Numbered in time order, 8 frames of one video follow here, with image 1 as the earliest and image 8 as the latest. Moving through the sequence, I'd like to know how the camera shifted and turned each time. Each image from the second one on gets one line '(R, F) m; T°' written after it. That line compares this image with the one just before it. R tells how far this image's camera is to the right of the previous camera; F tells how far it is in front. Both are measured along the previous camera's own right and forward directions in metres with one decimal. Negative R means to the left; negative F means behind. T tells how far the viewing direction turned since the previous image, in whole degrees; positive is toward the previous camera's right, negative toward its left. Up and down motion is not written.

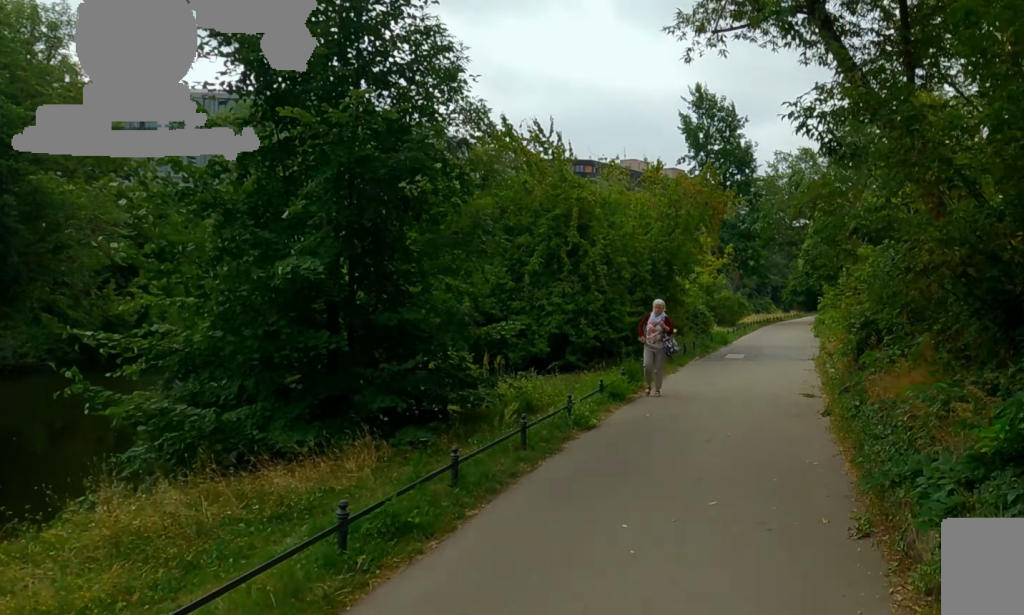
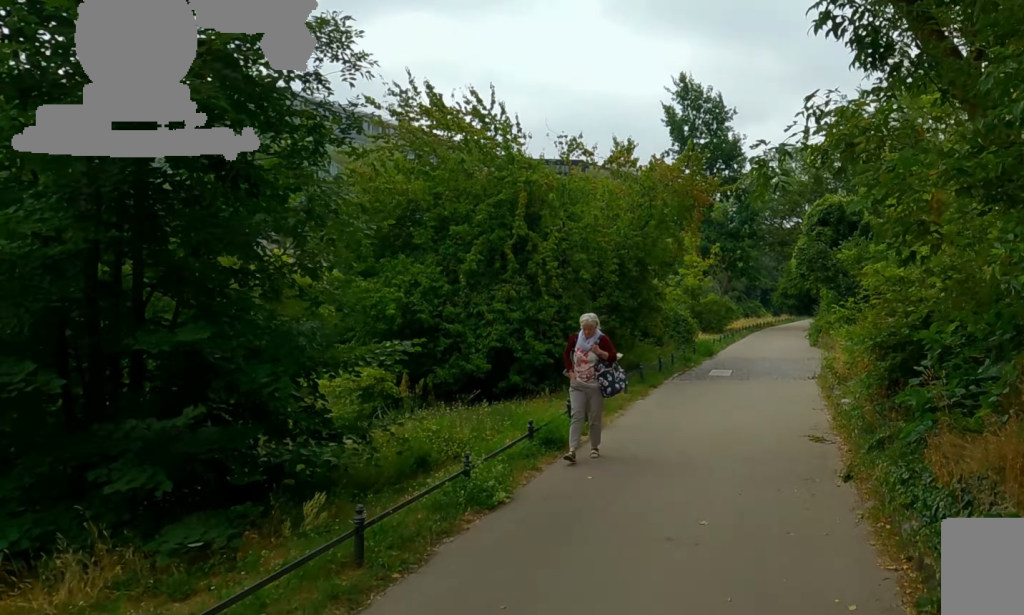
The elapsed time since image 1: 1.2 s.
(-0.3, +5.0) m; +1°
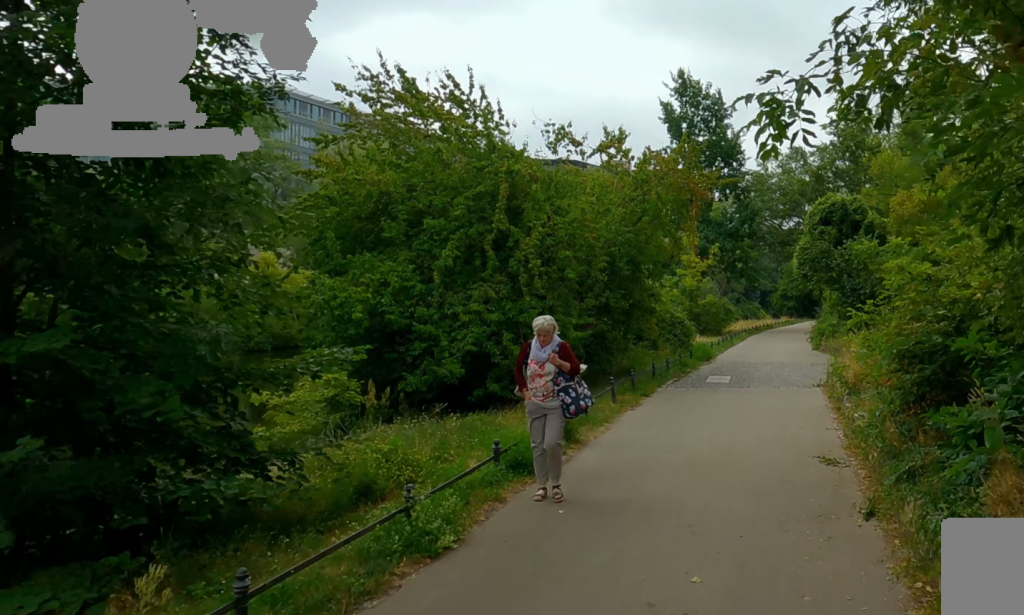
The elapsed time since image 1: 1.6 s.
(0.0, +1.8) m; +1°
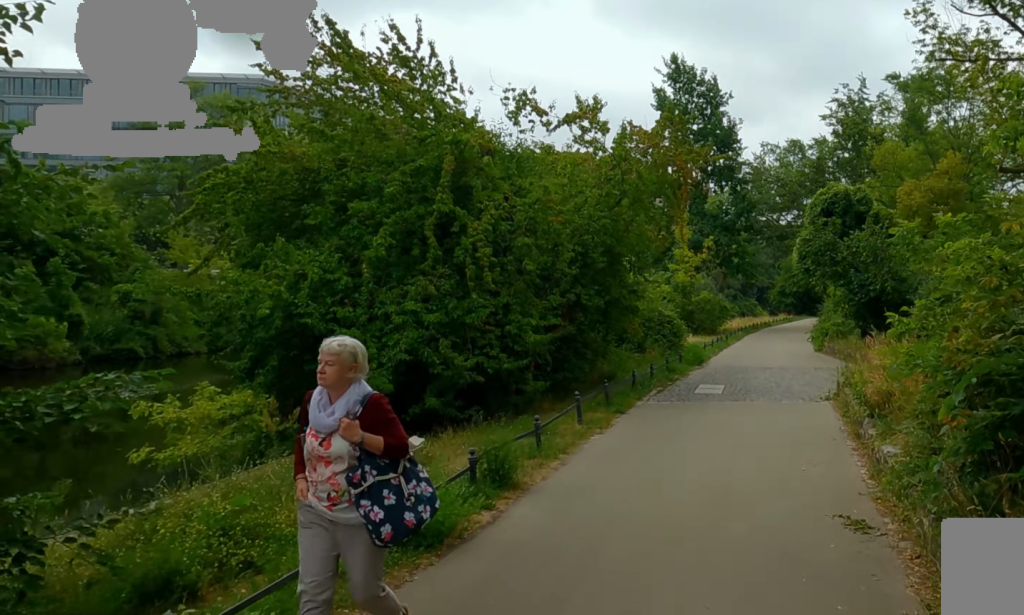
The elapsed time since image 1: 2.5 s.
(+0.5, +3.1) m; -6°
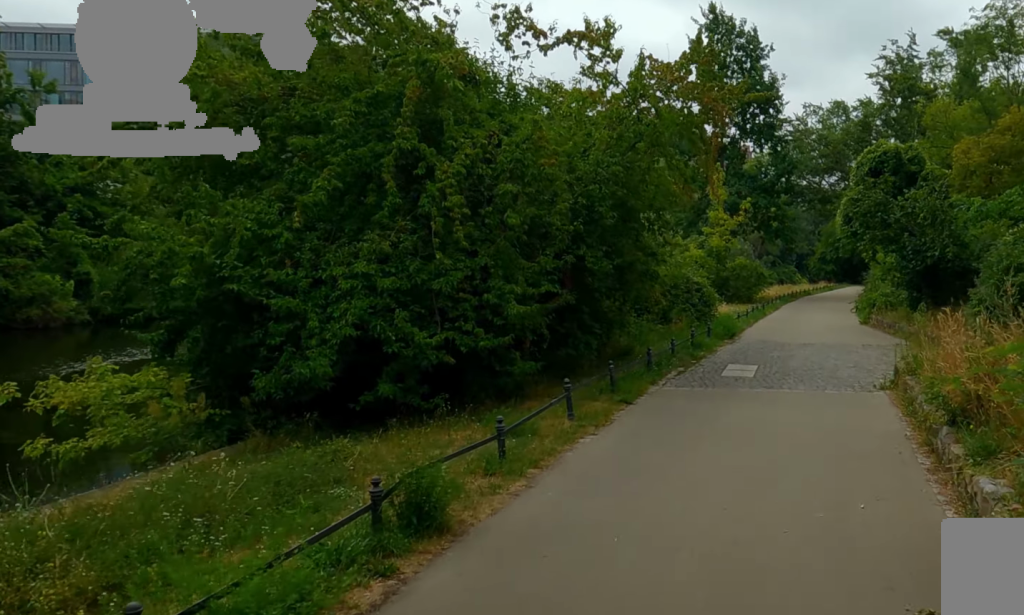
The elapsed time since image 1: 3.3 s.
(-0.8, +2.5) m; -7°
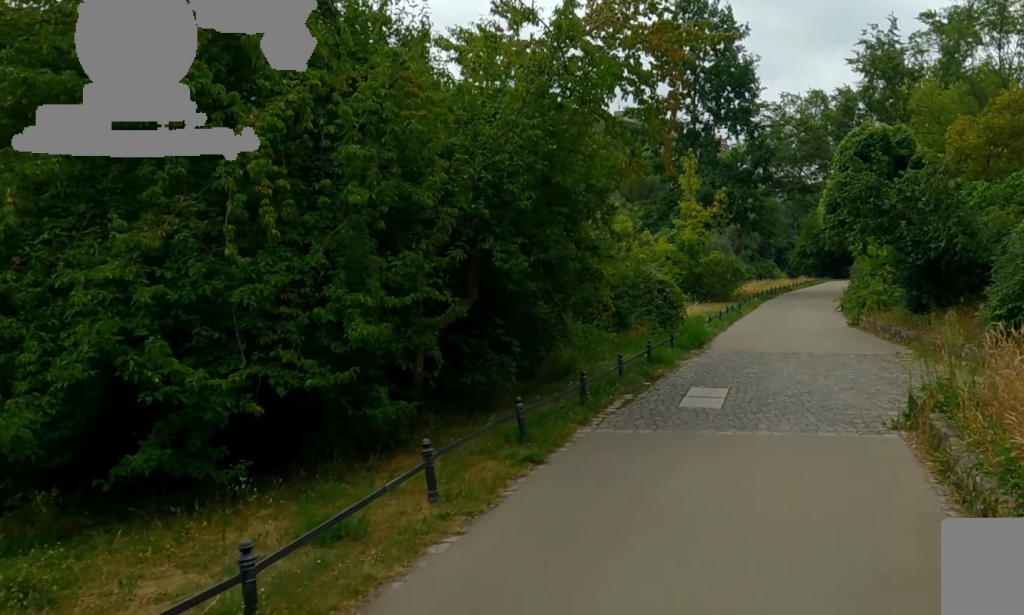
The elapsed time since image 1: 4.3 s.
(+0.3, +3.7) m; +14°
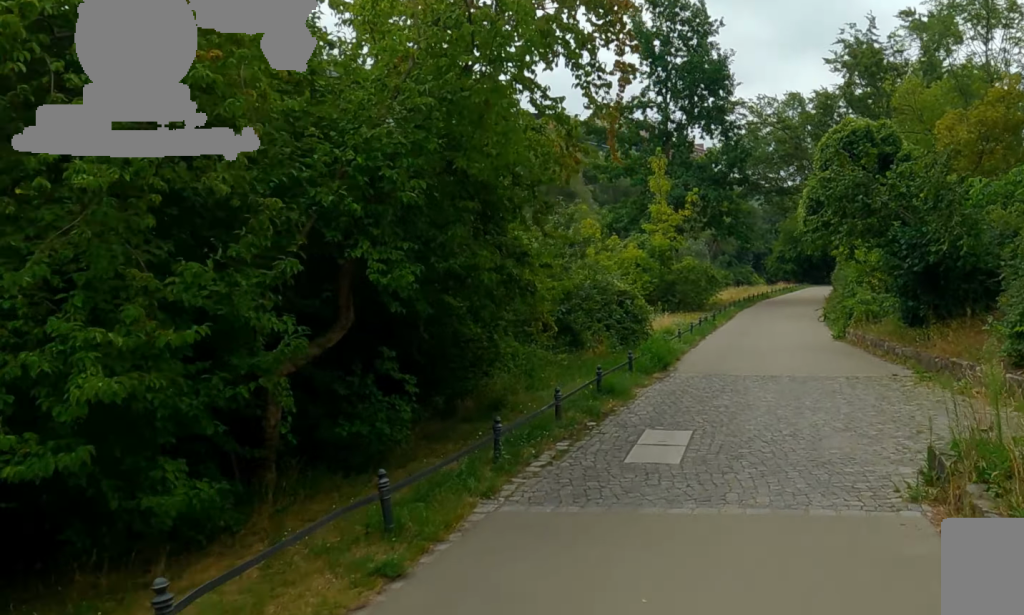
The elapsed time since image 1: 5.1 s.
(+0.4, +2.5) m; 0°
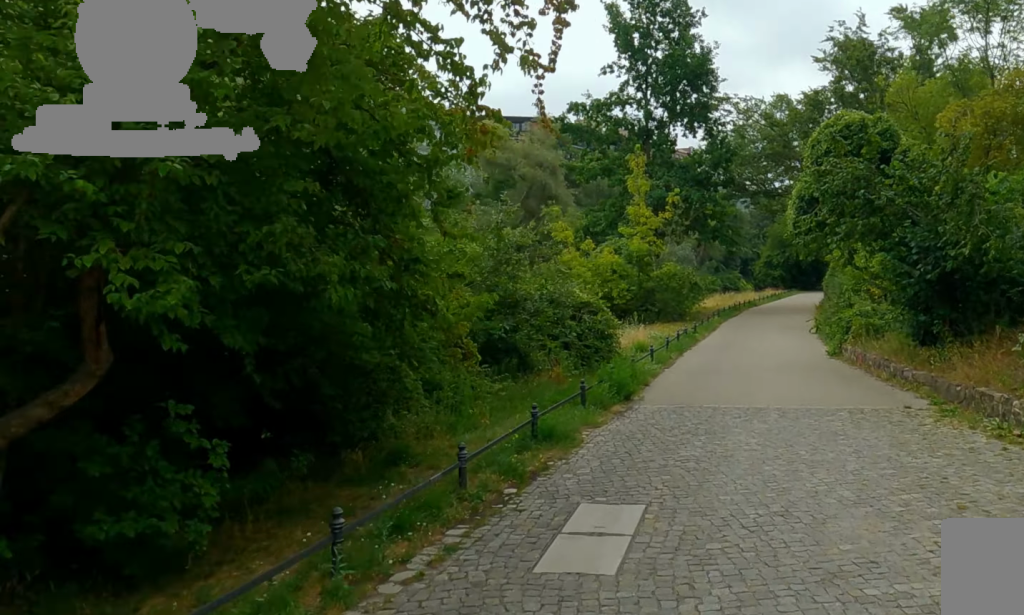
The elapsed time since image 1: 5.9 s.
(-0.1, +2.6) m; -8°
